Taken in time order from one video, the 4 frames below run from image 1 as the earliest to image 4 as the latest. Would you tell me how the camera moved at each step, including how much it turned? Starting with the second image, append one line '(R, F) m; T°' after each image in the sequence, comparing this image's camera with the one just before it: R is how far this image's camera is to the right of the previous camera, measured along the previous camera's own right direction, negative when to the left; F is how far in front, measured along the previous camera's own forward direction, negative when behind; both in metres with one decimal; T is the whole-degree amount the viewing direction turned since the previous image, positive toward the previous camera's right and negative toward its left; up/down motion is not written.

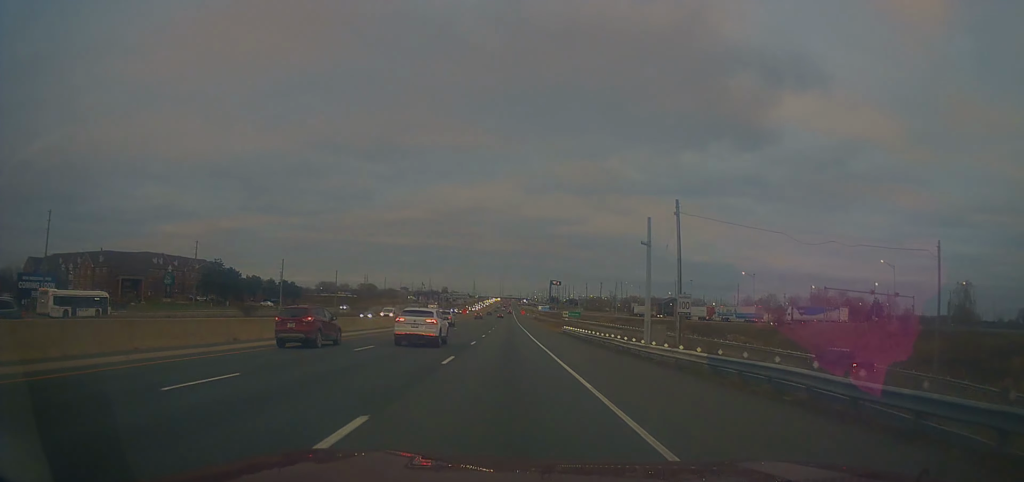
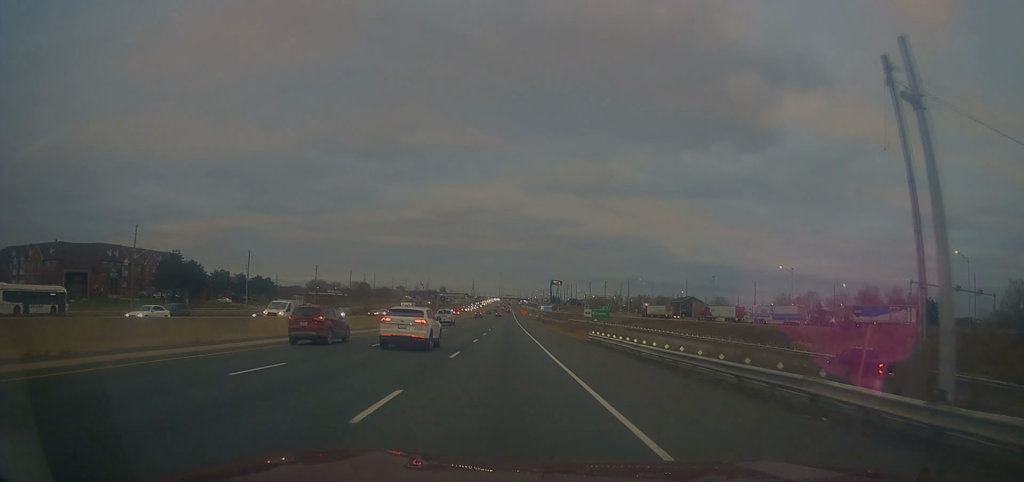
(-0.2, +21.6) m; 0°
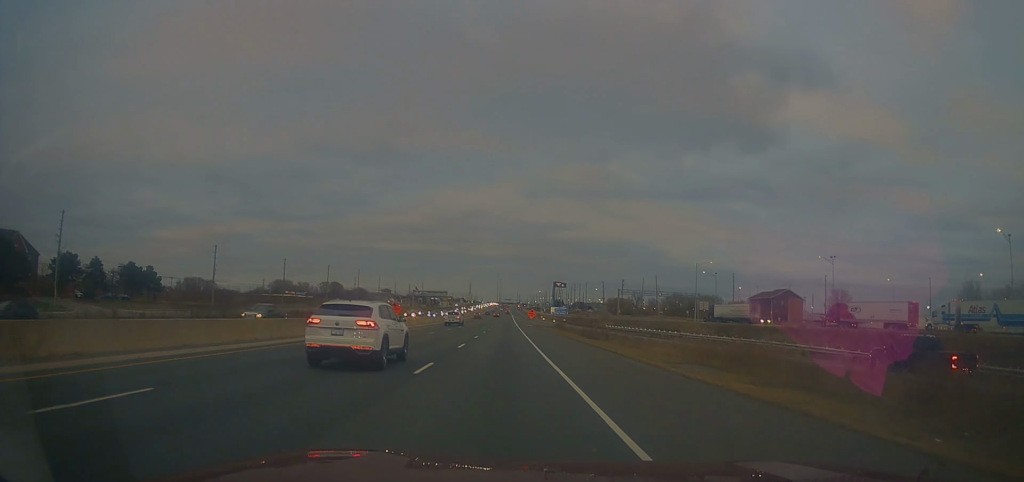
(0.0, +66.9) m; 0°
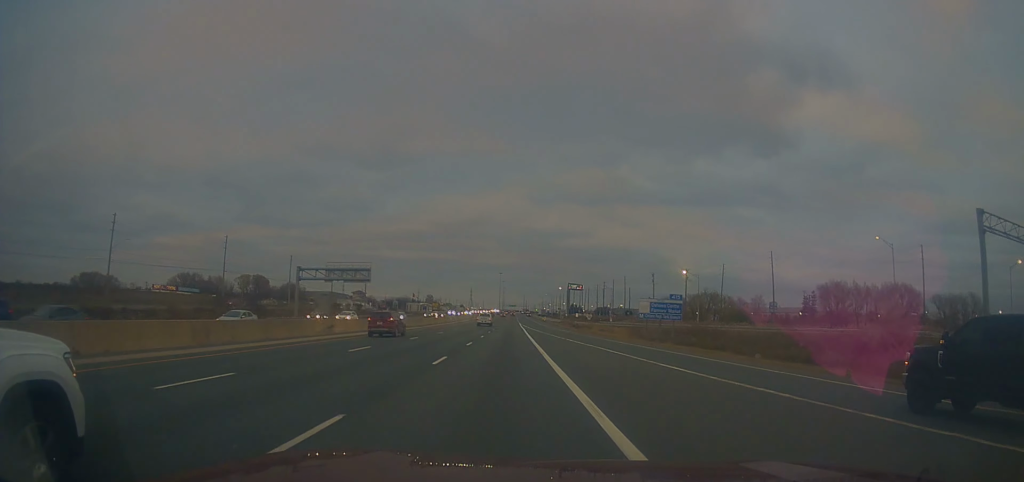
(0.0, +119.4) m; 0°
